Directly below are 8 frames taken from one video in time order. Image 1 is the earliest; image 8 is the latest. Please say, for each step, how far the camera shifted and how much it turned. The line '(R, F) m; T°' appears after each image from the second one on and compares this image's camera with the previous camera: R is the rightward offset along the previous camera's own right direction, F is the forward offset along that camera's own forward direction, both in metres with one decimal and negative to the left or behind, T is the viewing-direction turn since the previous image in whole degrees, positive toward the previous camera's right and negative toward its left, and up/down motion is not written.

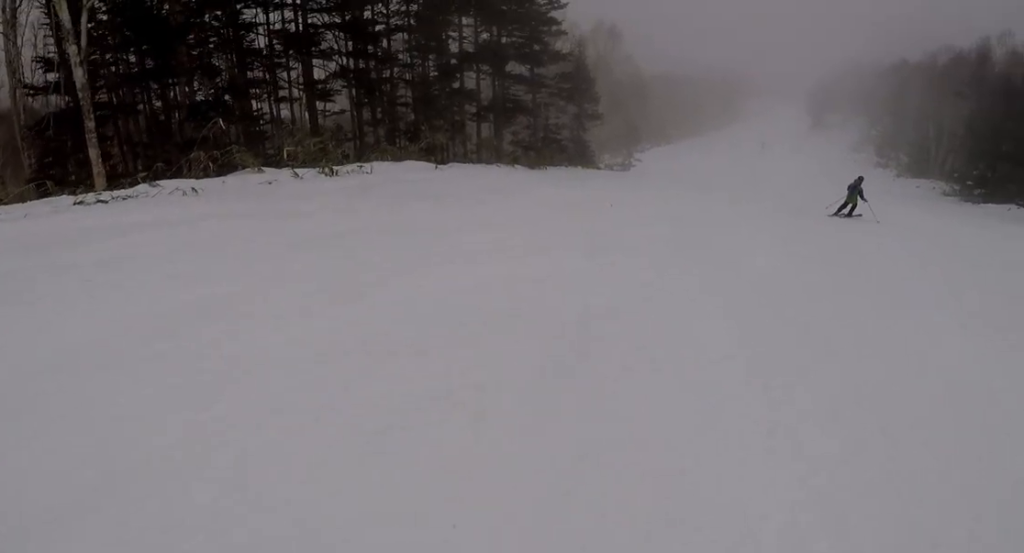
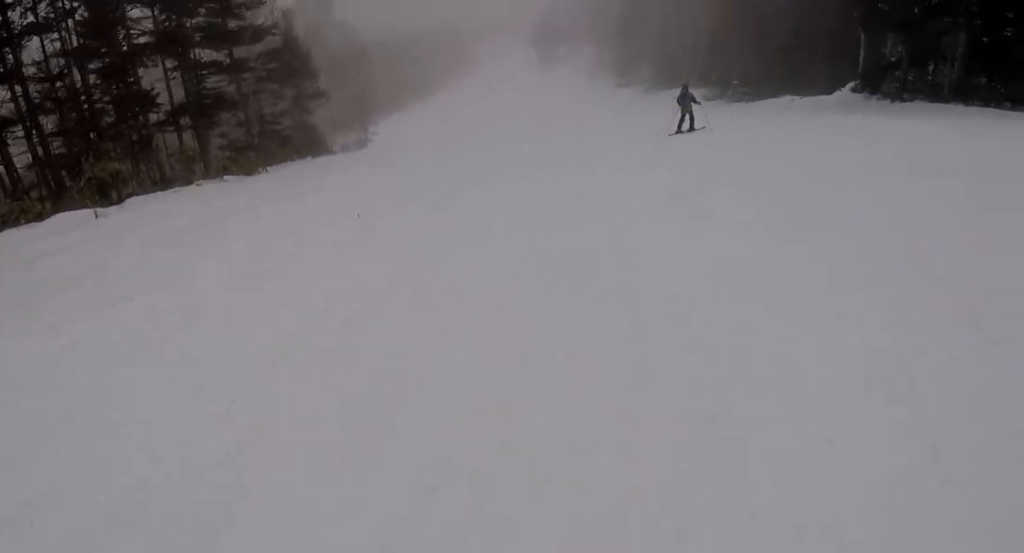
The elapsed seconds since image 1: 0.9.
(+0.9, +5.4) m; -2°
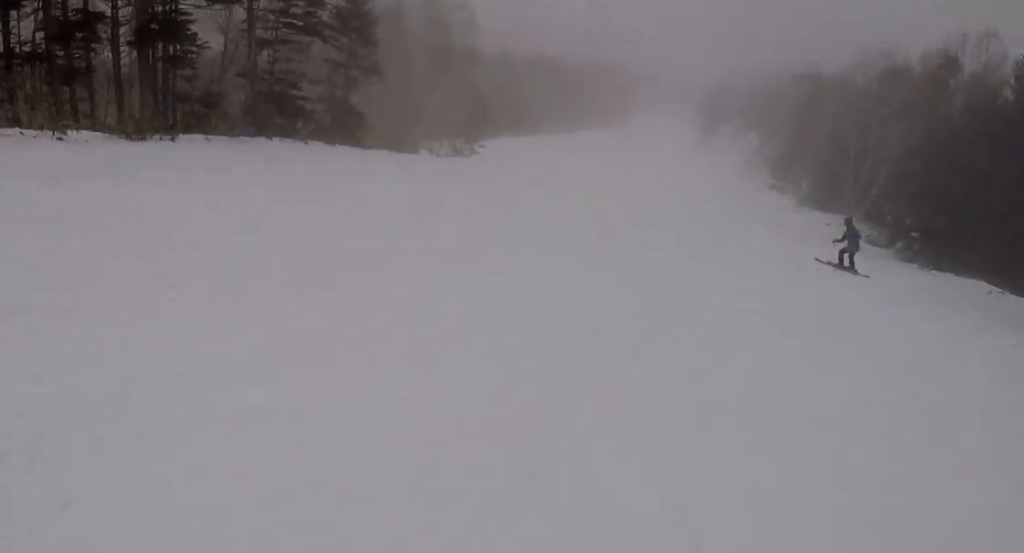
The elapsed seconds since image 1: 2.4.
(-1.9, +9.2) m; -1°
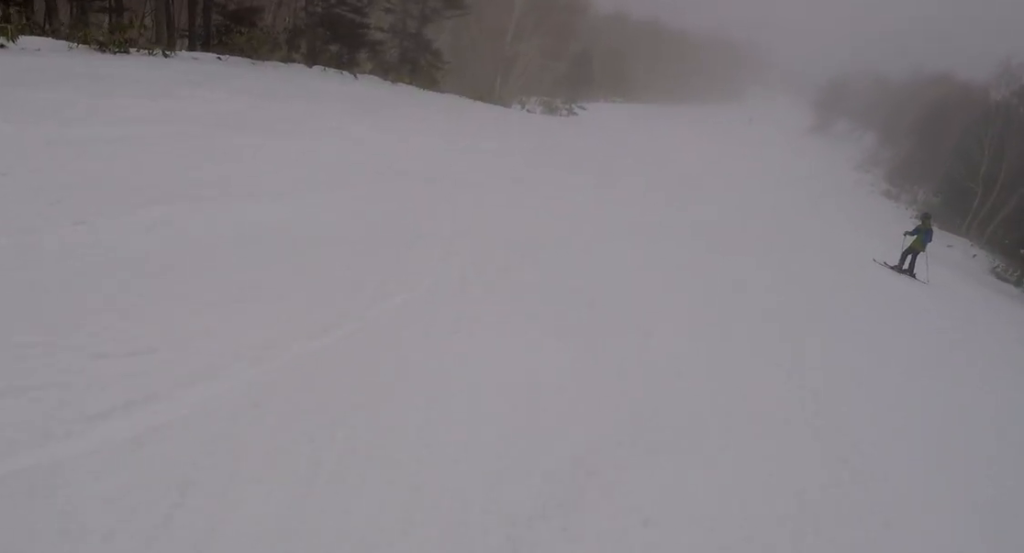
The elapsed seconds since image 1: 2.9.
(+0.1, +3.5) m; +8°
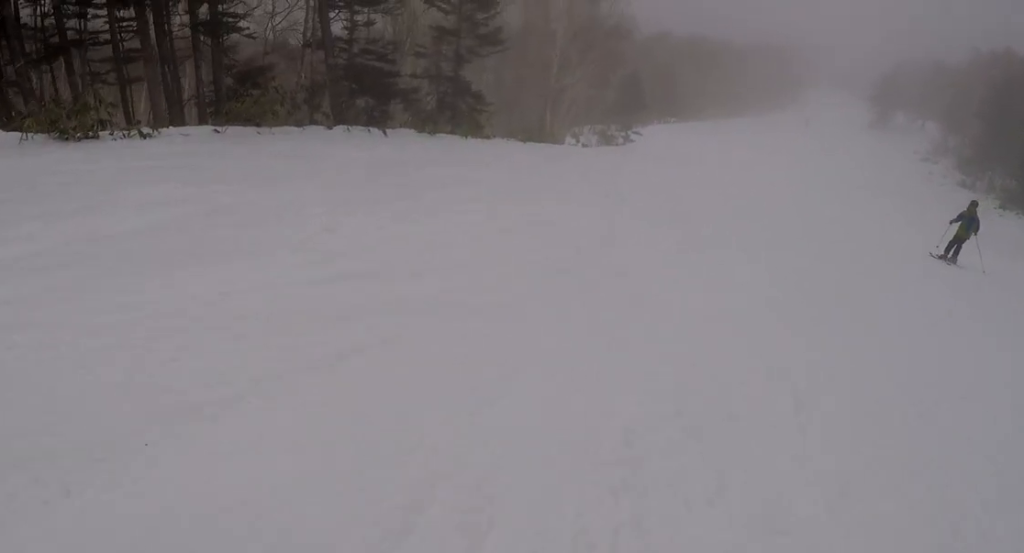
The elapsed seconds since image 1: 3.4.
(+0.6, +2.9) m; +4°
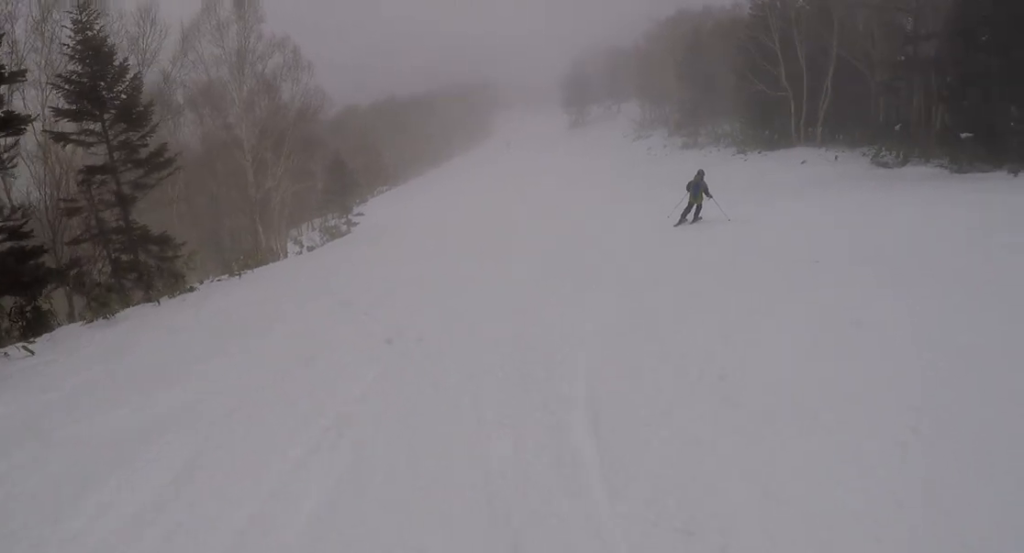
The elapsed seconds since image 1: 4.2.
(+0.3, +5.7) m; +2°
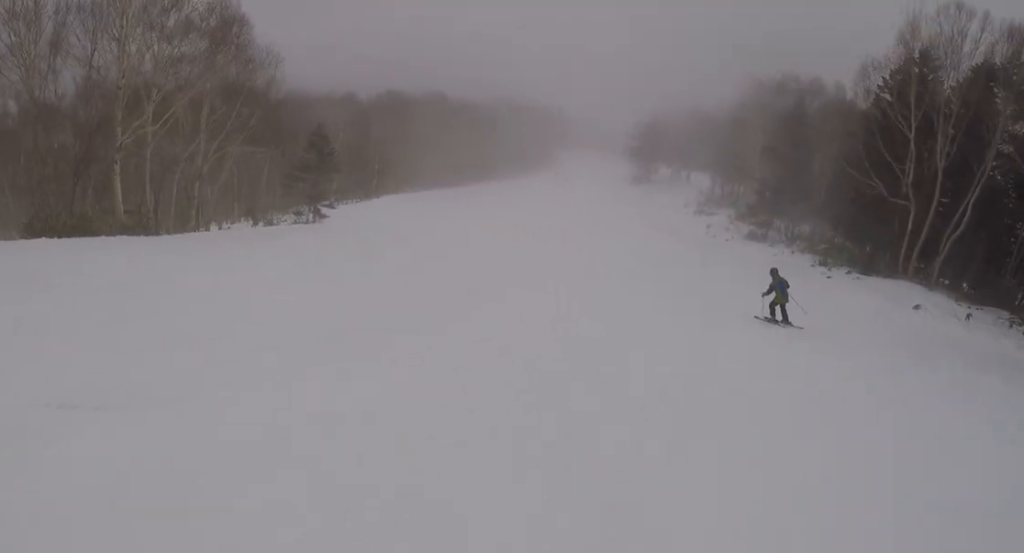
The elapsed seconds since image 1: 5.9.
(-0.8, +11.9) m; -14°
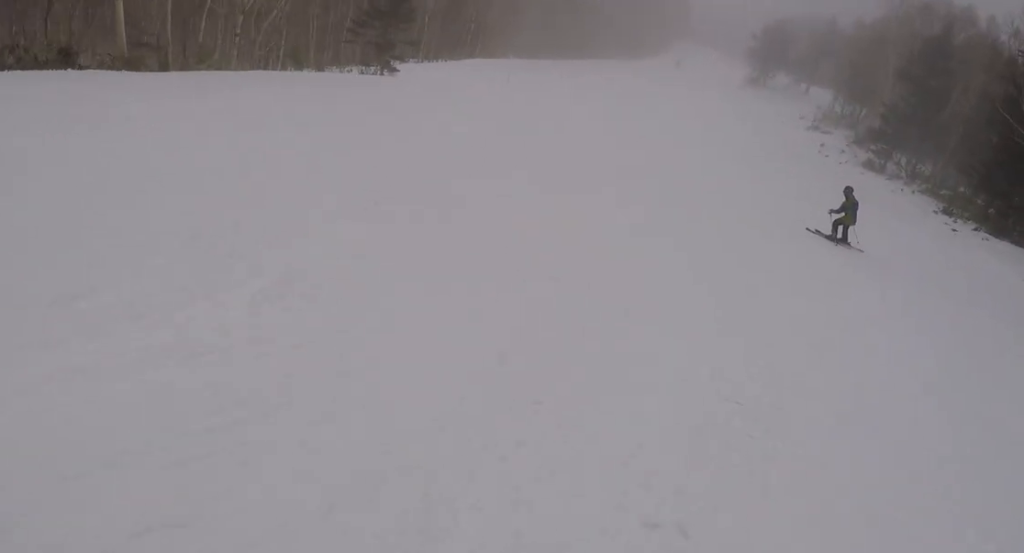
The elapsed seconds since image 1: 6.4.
(-0.5, +3.5) m; -6°
